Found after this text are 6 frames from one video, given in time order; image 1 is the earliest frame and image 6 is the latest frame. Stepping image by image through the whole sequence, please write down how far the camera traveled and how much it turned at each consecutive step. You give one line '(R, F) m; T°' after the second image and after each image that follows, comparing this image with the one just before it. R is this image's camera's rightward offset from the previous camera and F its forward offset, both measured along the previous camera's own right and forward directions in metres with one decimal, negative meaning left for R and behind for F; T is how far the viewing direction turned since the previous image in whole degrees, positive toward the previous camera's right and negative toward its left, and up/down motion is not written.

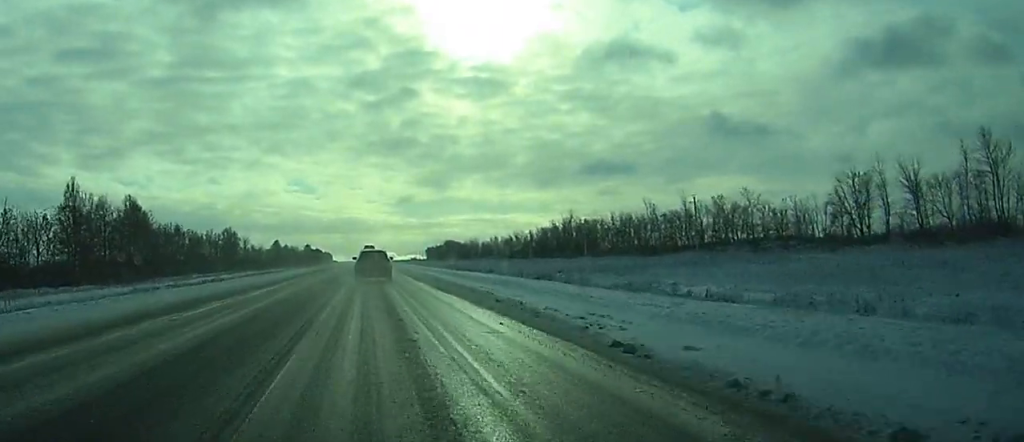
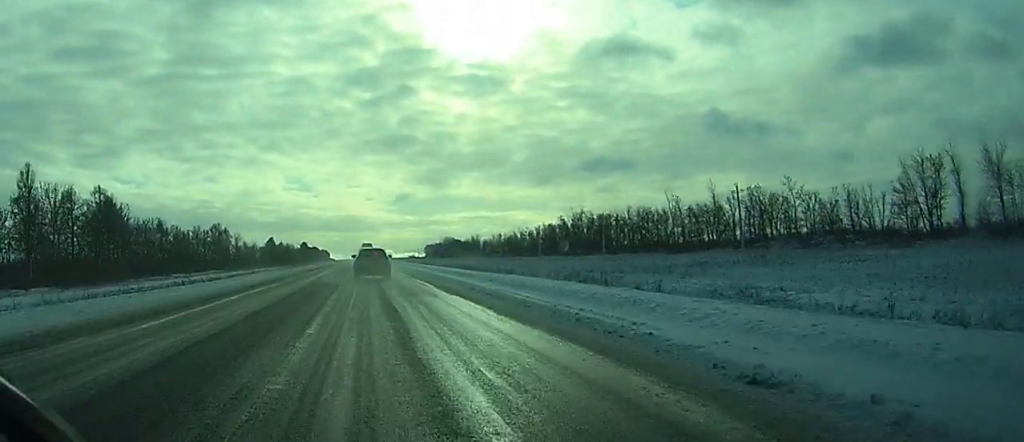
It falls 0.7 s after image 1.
(0.0, +15.6) m; 0°
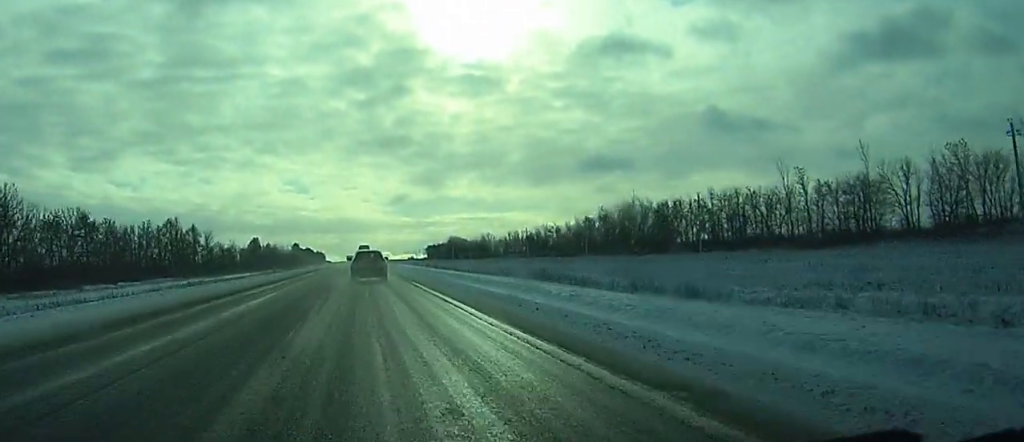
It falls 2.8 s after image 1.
(+0.3, +51.2) m; +1°
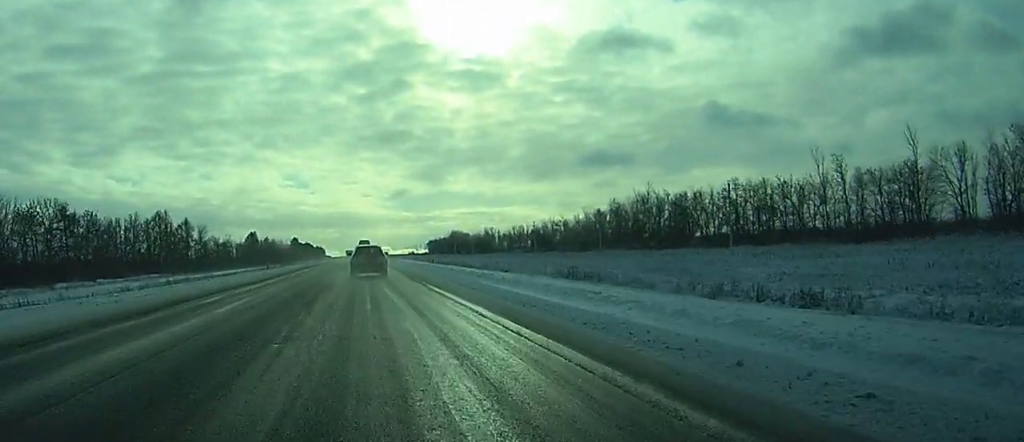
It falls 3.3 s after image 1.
(0.0, +10.4) m; 0°
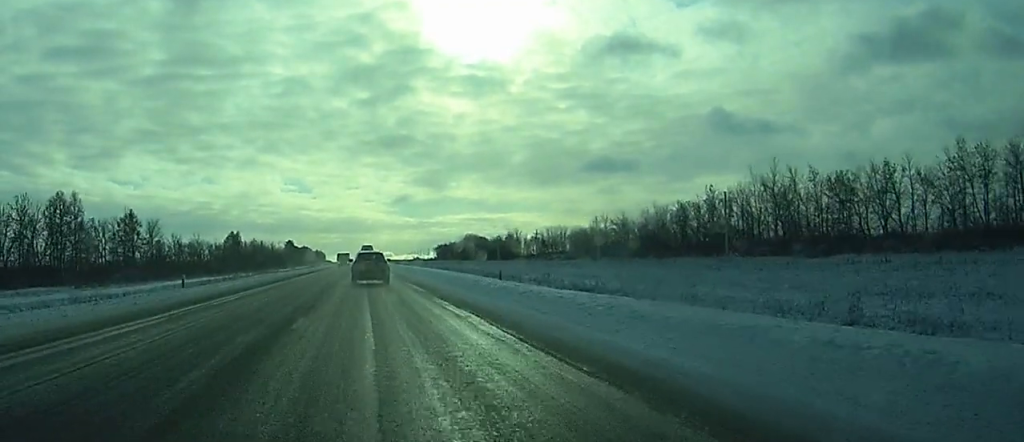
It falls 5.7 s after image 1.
(0.0, +59.4) m; 0°
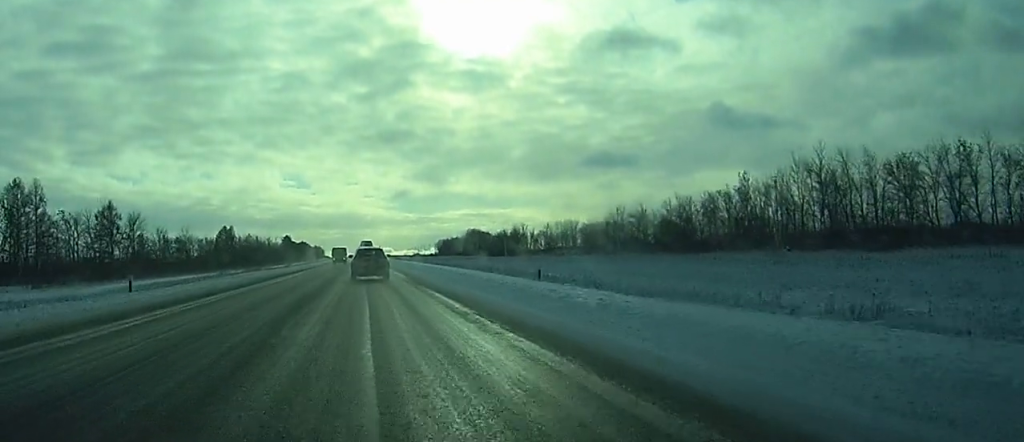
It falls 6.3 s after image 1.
(0.0, +14.8) m; 0°
